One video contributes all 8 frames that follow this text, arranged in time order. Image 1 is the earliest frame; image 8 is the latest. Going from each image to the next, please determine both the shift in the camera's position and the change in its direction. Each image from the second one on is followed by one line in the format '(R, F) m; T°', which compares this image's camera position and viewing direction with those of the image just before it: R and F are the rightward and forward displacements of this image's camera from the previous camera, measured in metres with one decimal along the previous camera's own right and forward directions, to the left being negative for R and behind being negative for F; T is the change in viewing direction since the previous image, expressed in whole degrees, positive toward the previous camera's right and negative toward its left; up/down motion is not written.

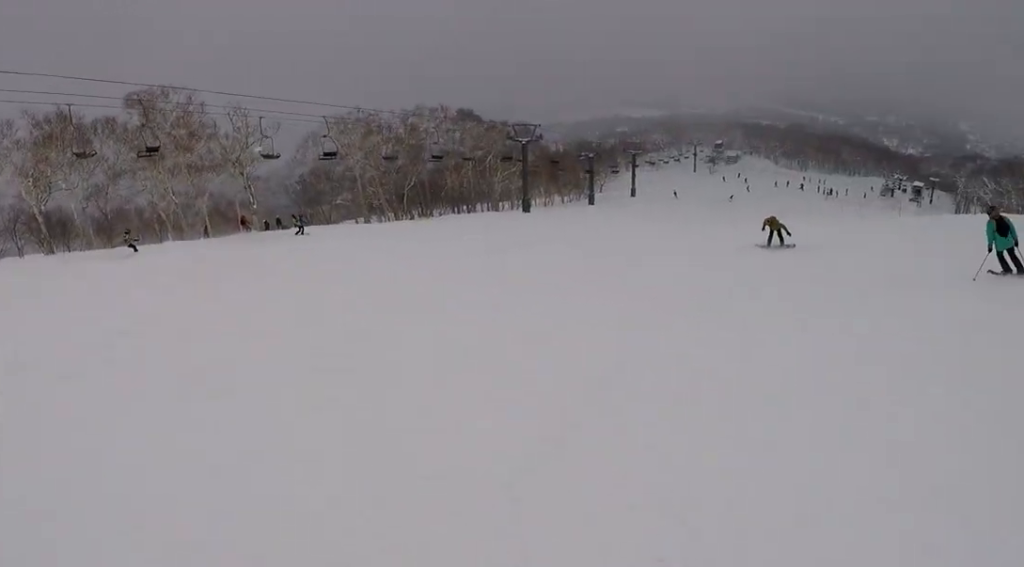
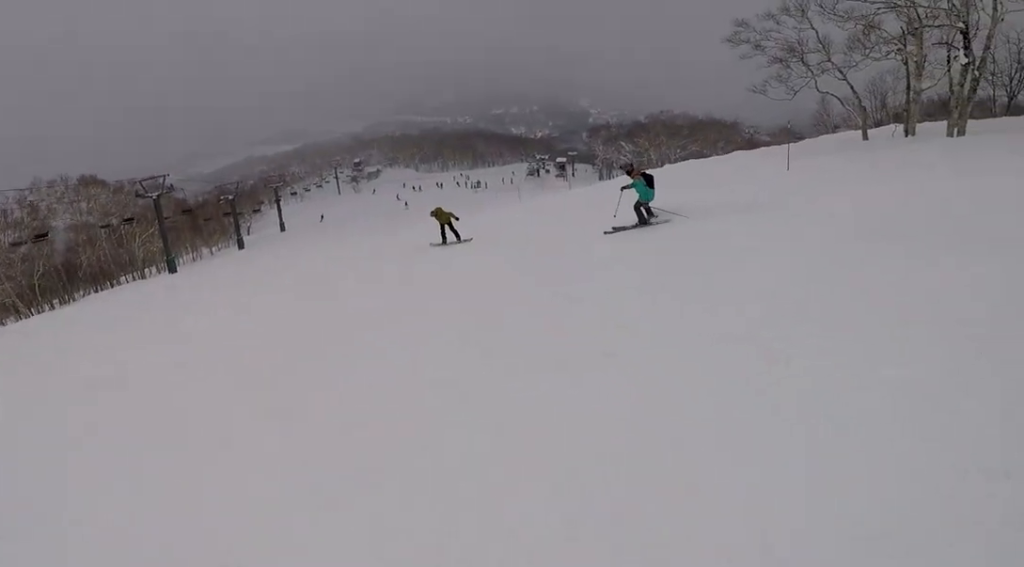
(+1.1, +4.7) m; +20°
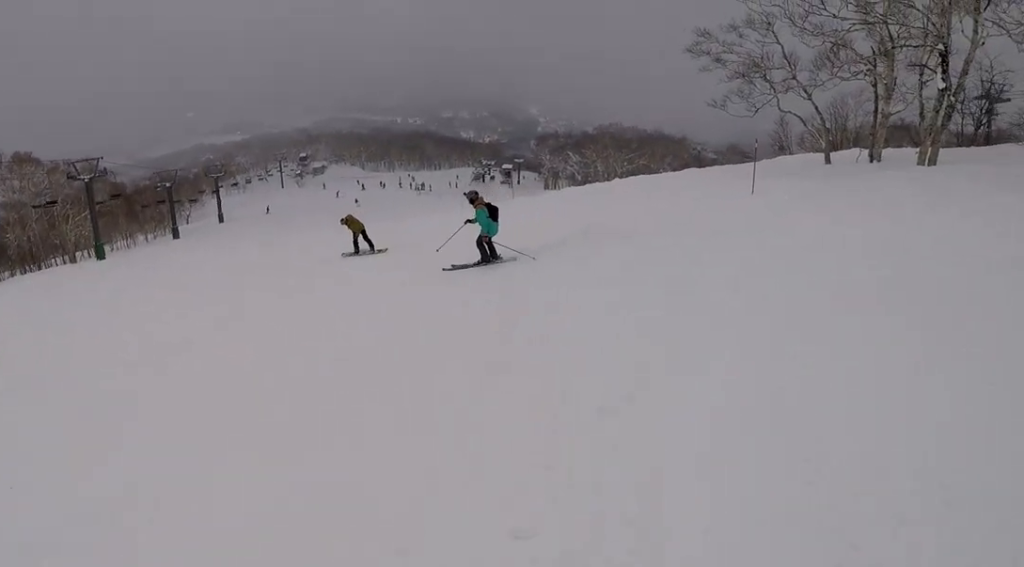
(+0.1, +2.1) m; -5°
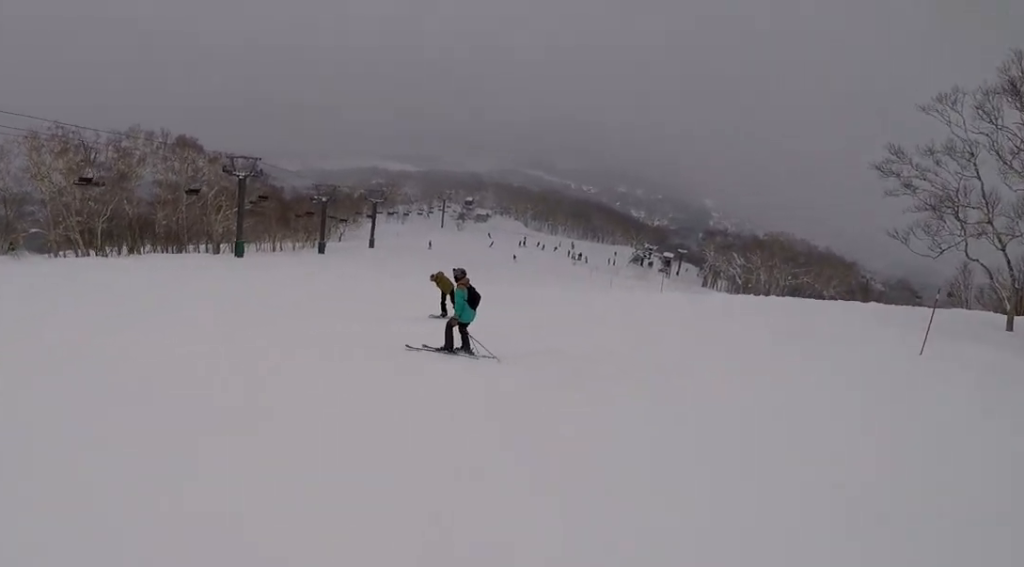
(+0.4, +2.3) m; -7°
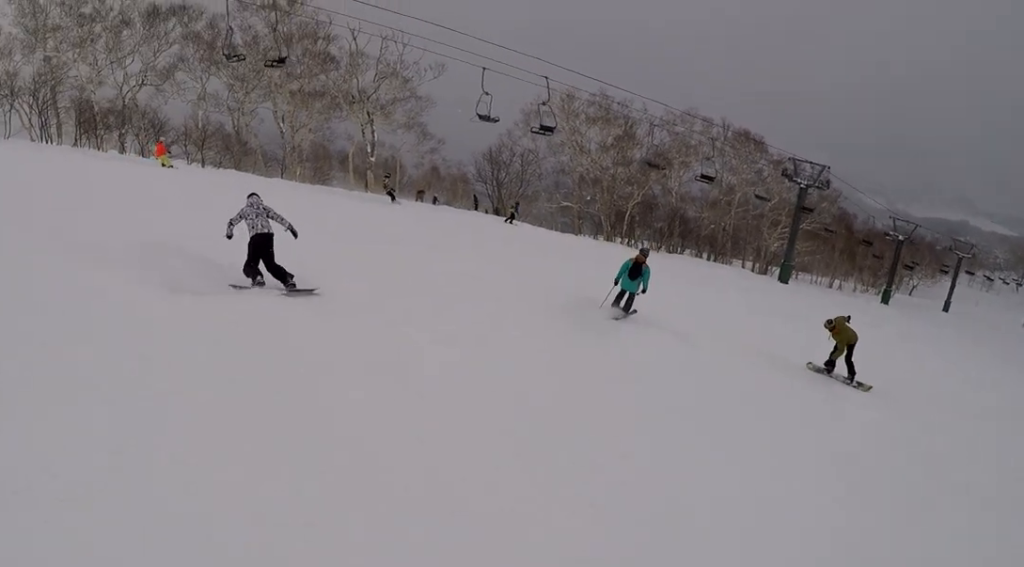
(-4.1, +8.8) m; -17°
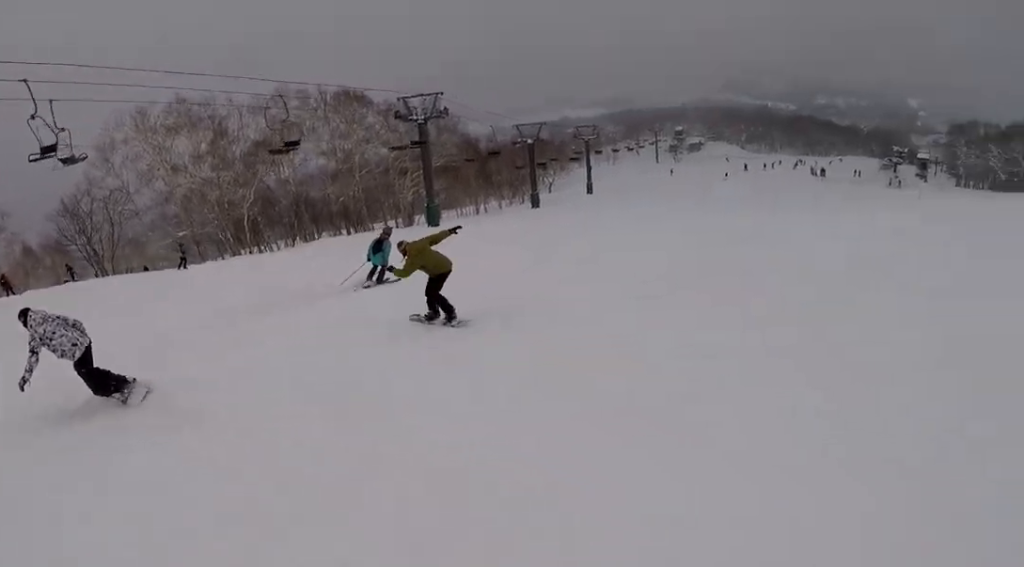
(+2.1, +6.9) m; +20°
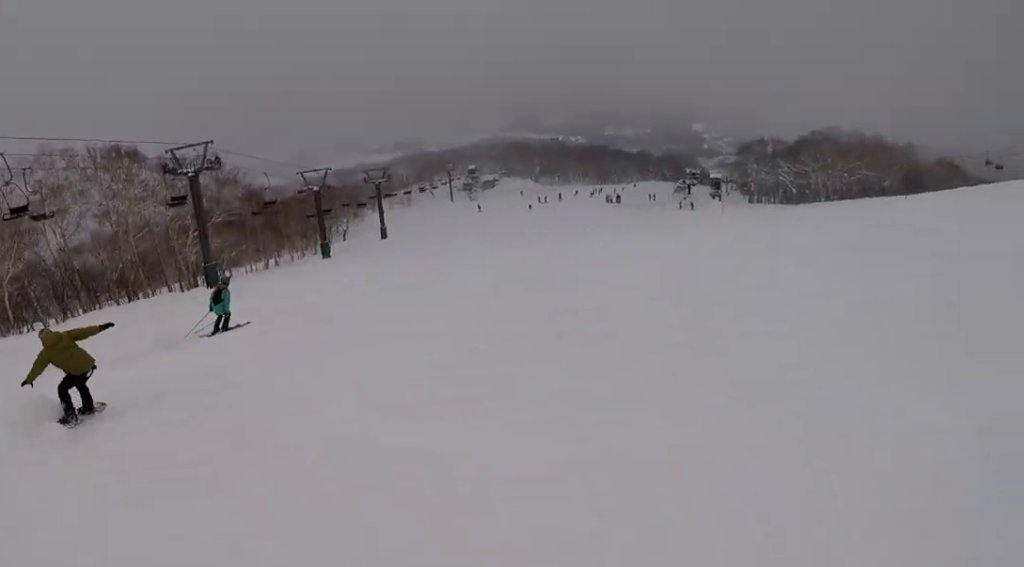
(0.0, +3.7) m; 0°
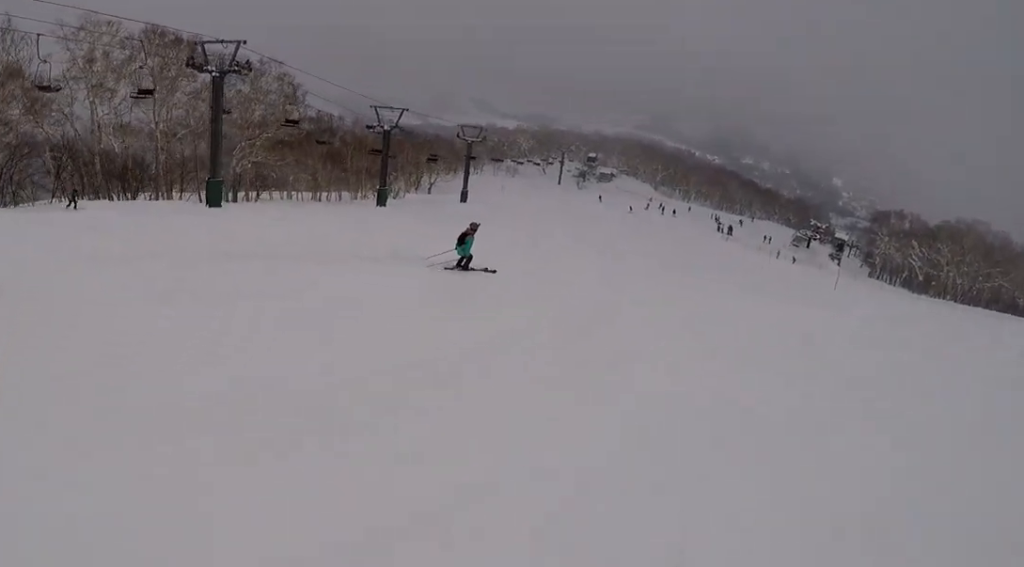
(0.0, +9.5) m; +1°
